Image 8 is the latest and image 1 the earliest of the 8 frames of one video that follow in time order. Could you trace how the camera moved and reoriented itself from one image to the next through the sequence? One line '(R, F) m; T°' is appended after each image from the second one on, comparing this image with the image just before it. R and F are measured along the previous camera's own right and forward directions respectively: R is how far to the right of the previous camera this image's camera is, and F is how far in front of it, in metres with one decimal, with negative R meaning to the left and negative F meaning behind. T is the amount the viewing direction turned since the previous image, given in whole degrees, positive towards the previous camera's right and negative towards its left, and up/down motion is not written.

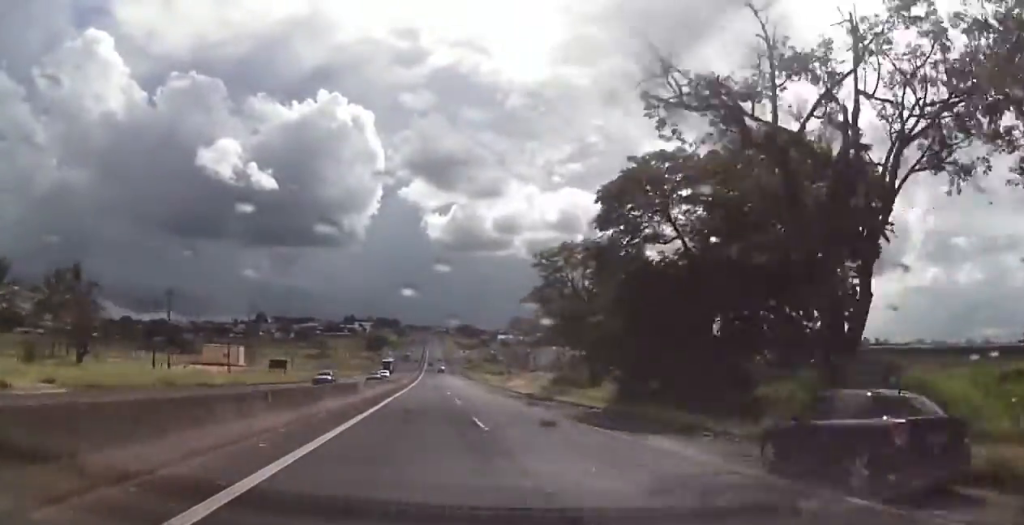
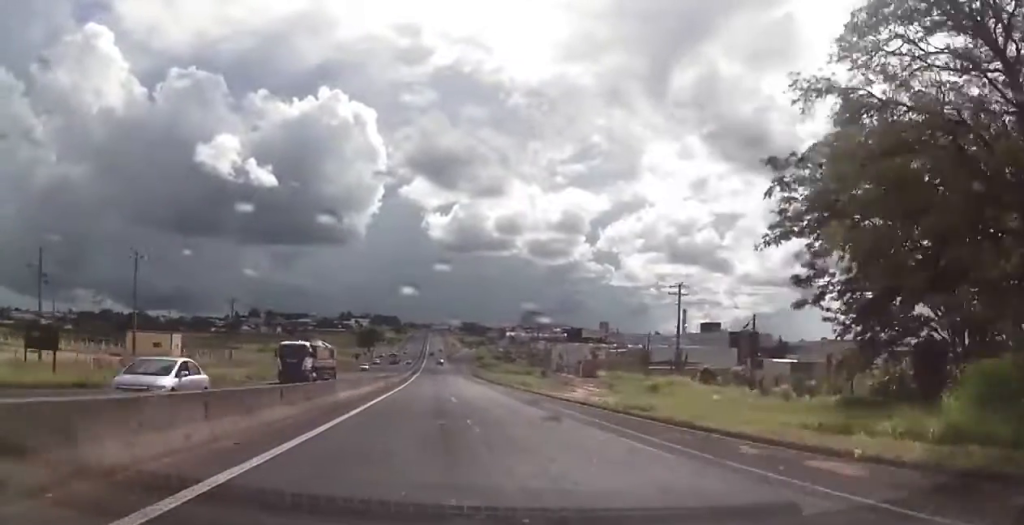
(-0.5, +48.8) m; -1°
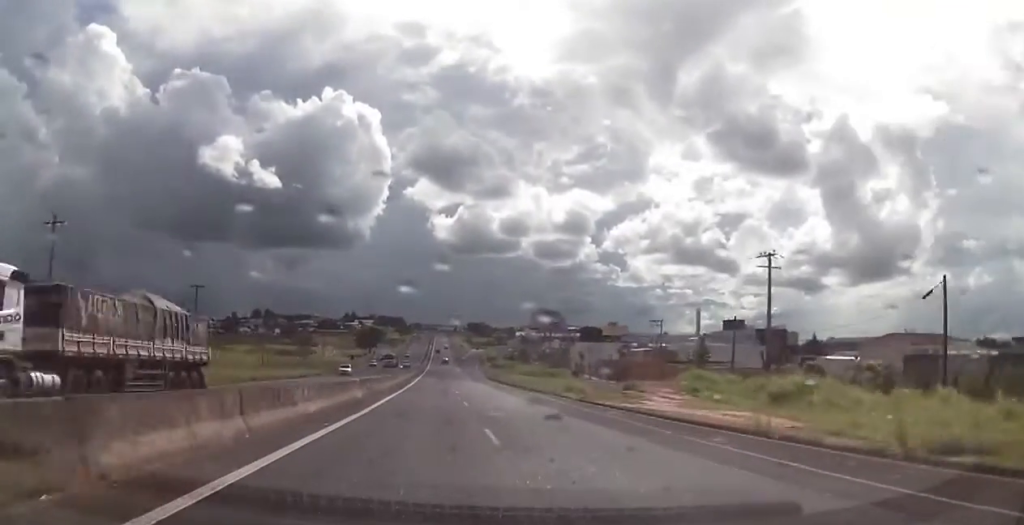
(+0.4, +19.1) m; +1°
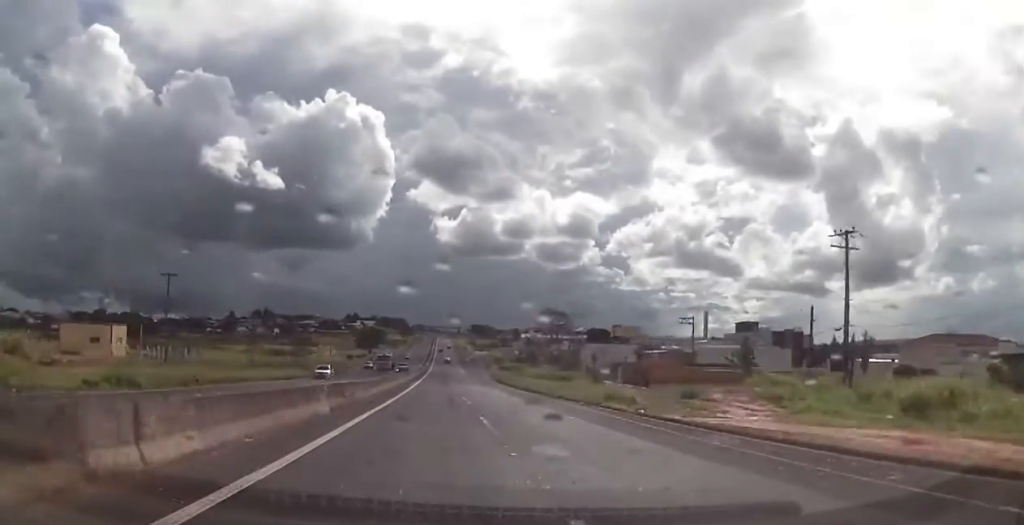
(+0.1, +10.7) m; 0°
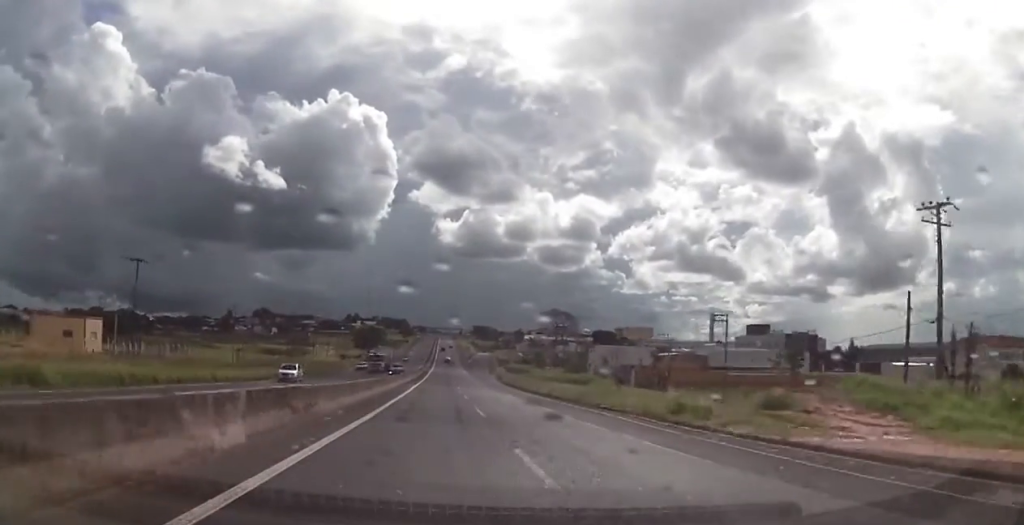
(+0.1, +9.3) m; -1°
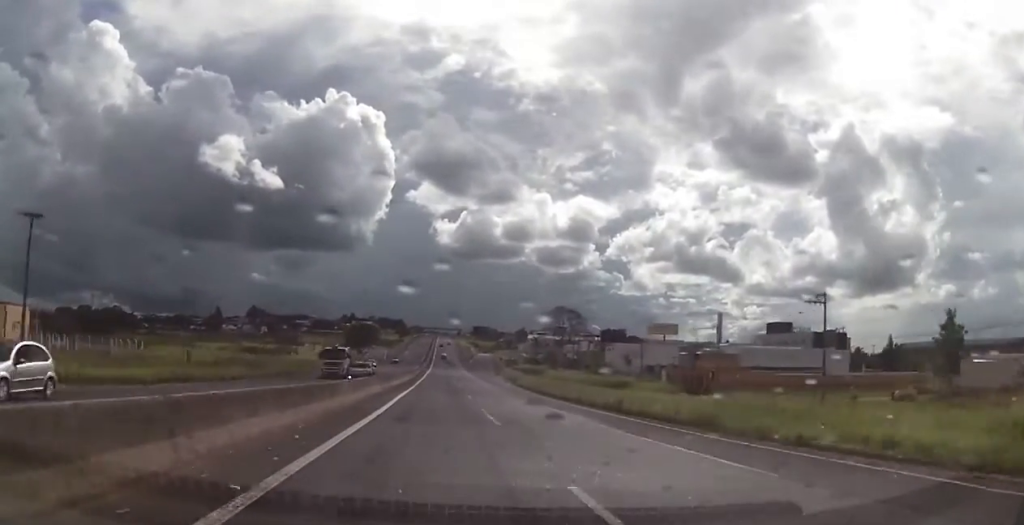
(-0.4, +20.1) m; -2°
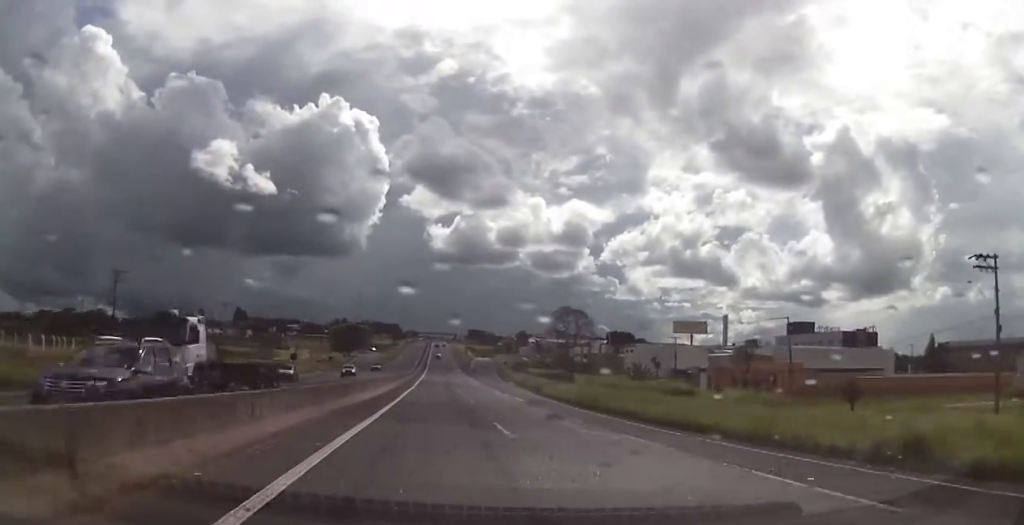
(-0.2, +20.3) m; 0°
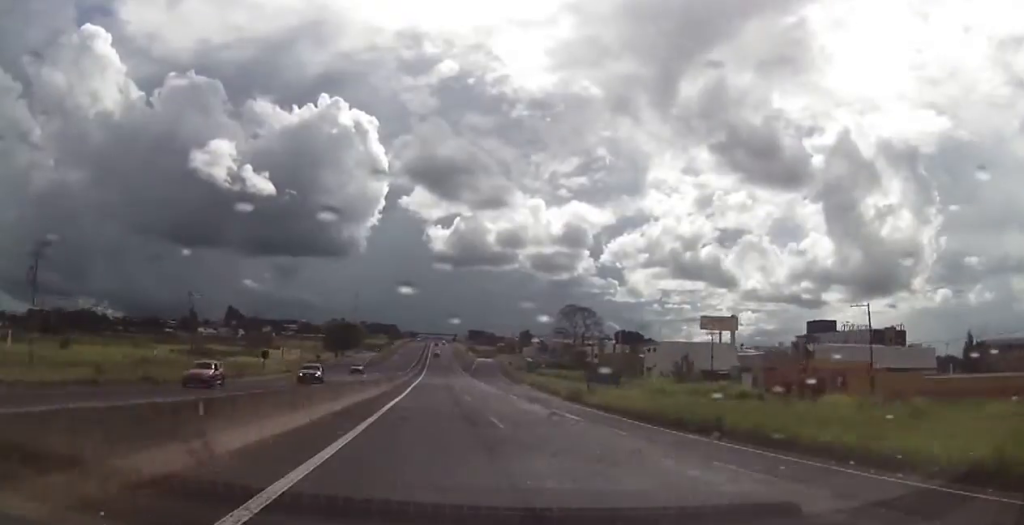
(0.0, +14.5) m; +1°
